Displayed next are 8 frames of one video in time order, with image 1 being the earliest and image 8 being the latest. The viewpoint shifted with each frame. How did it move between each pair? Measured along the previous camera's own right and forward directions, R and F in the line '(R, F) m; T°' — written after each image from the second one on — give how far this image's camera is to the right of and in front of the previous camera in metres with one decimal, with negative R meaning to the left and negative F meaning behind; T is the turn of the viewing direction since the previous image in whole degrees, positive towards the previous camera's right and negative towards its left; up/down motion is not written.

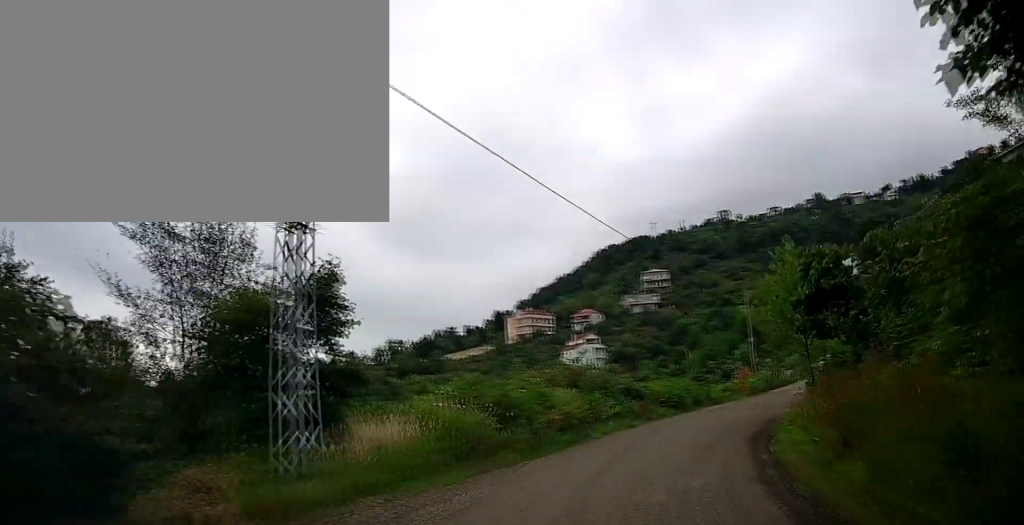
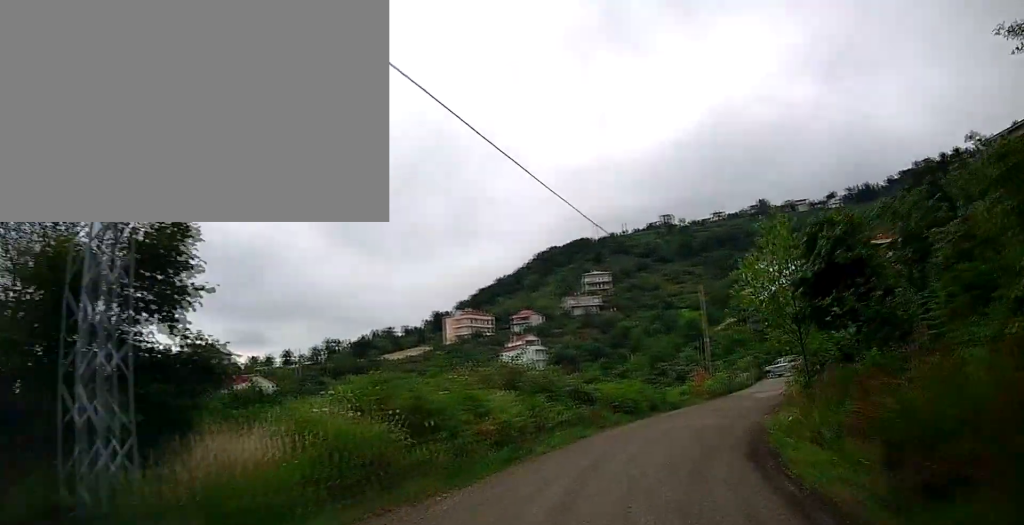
(+0.1, +3.5) m; +5°
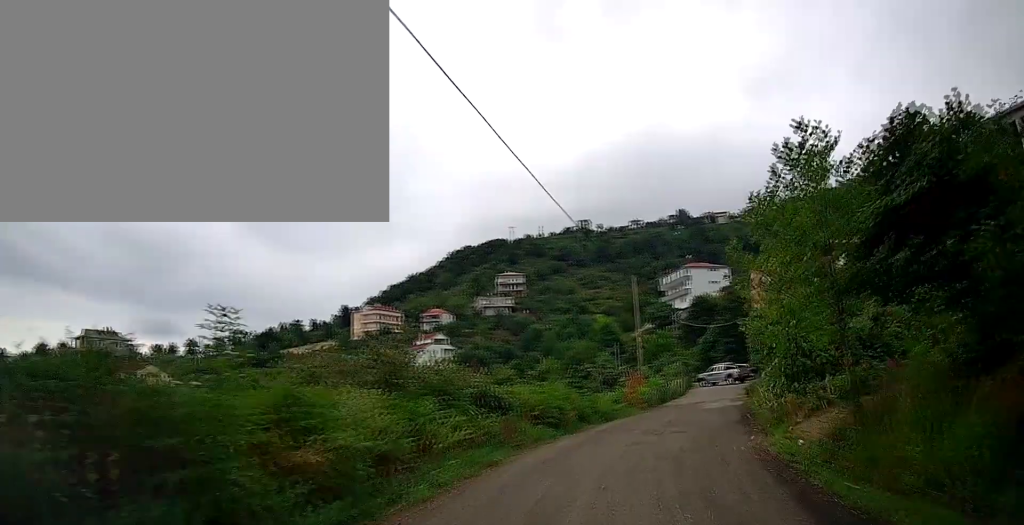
(+0.2, +5.6) m; +10°
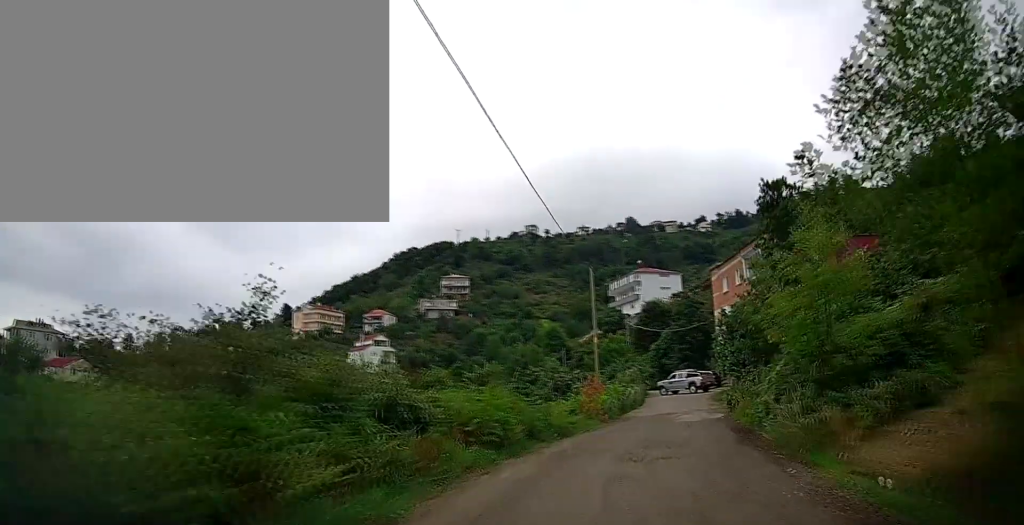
(+0.6, +4.6) m; +10°
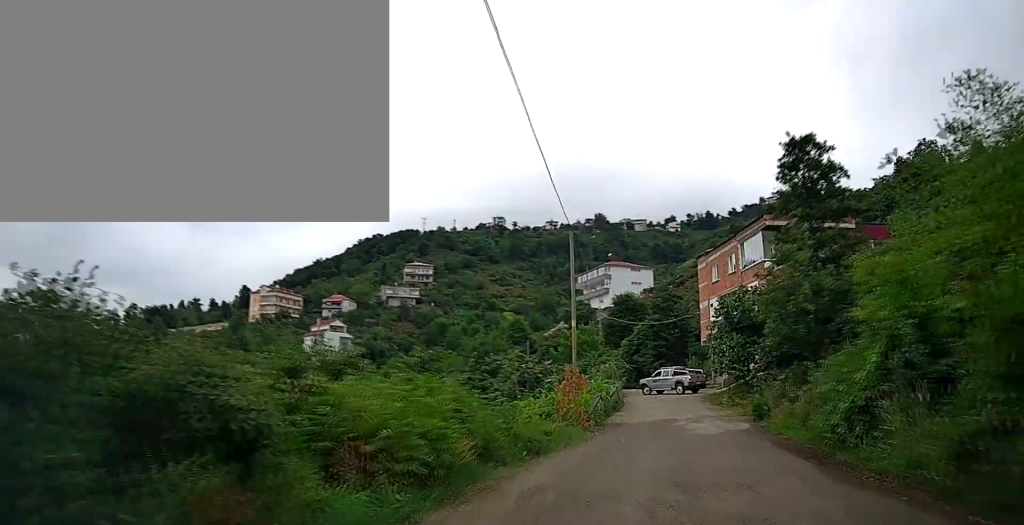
(+0.8, +6.2) m; +9°
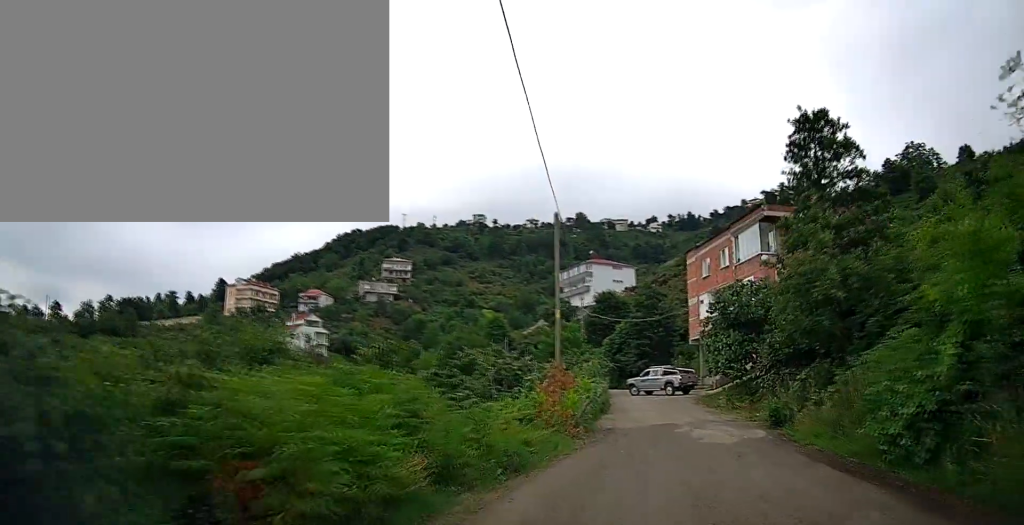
(+0.2, +3.0) m; +3°
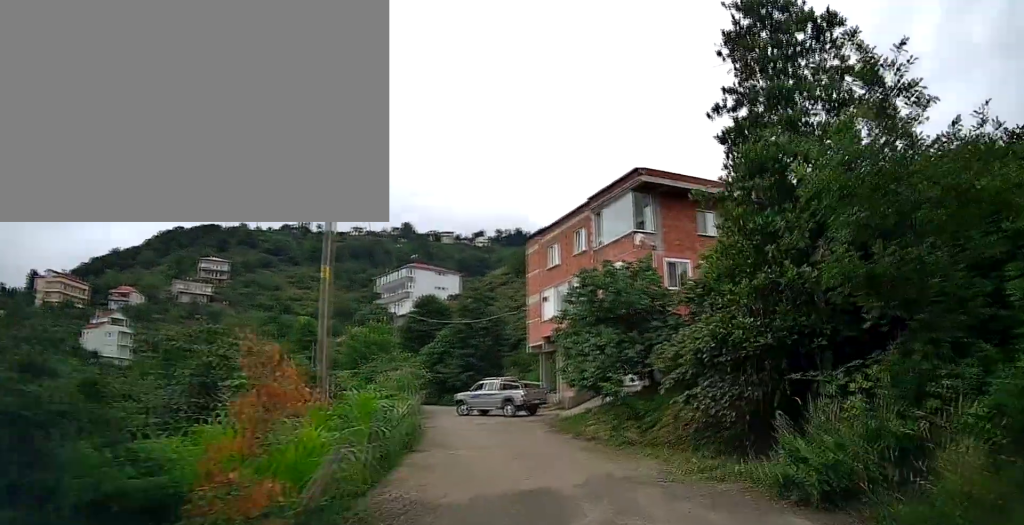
(+1.0, +9.7) m; +15°
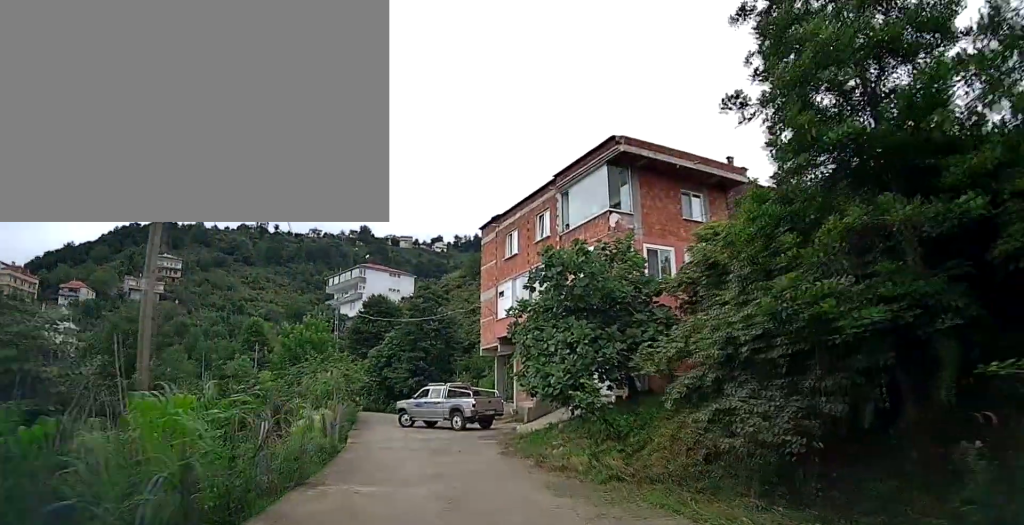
(+0.1, +4.3) m; +3°
